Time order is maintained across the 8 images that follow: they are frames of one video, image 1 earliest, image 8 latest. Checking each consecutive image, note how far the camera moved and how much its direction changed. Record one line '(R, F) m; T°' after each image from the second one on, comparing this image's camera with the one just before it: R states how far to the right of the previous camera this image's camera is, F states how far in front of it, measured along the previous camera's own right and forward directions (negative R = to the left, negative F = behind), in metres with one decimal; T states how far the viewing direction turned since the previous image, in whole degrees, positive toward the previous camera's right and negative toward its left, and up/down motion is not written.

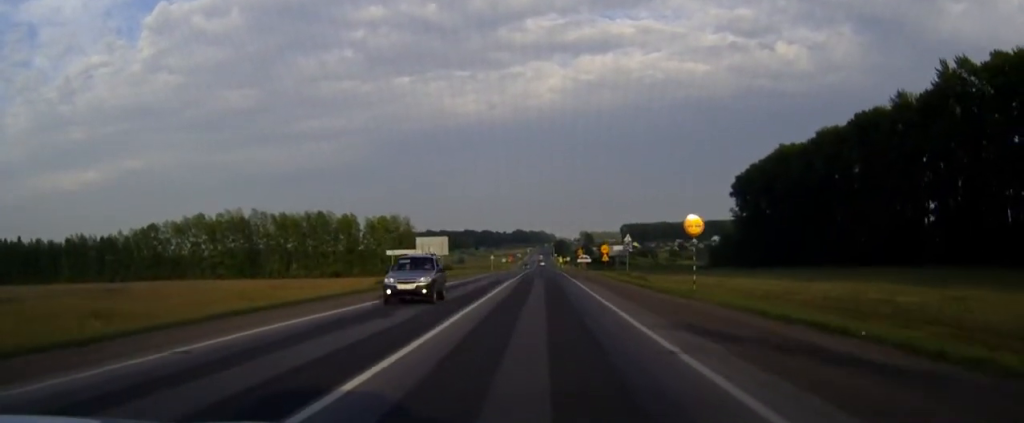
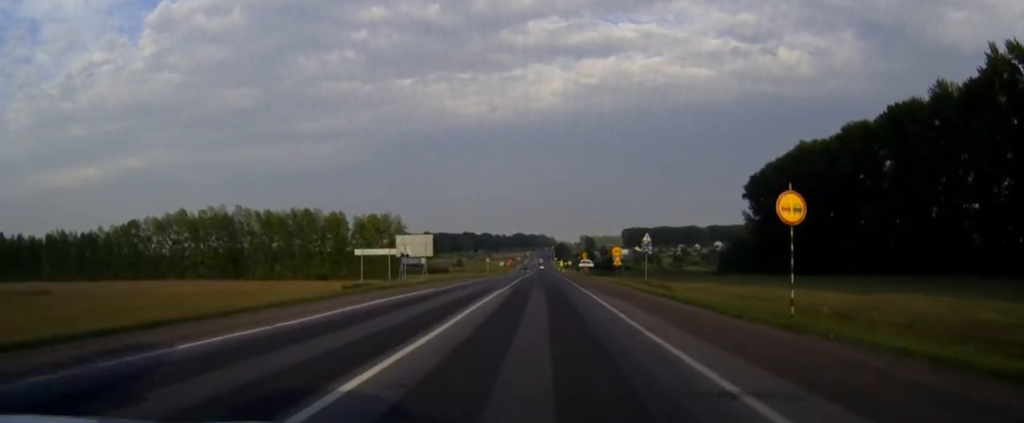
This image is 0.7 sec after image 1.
(0.0, +12.8) m; 0°
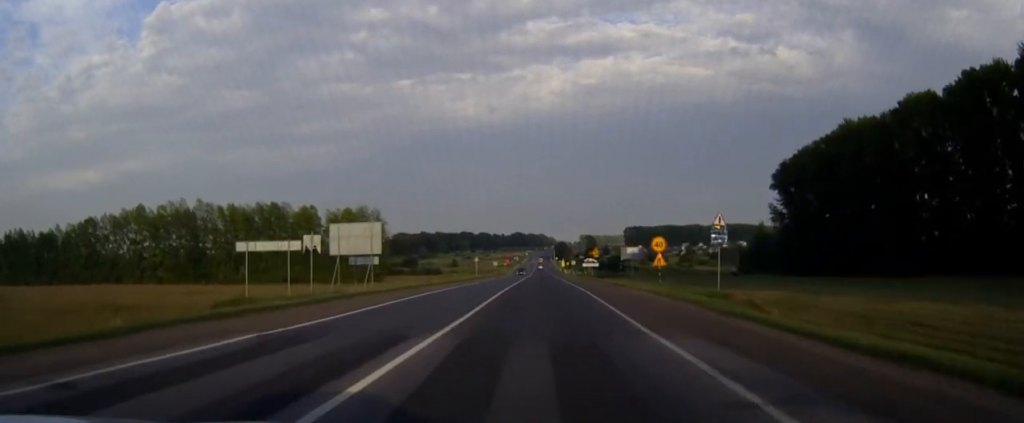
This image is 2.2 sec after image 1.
(0.0, +24.1) m; 0°
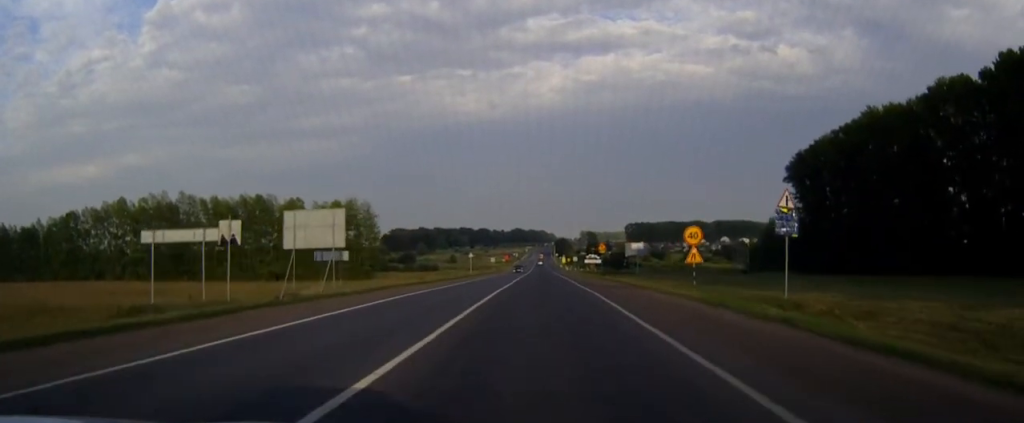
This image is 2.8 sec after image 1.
(0.0, +9.8) m; 0°
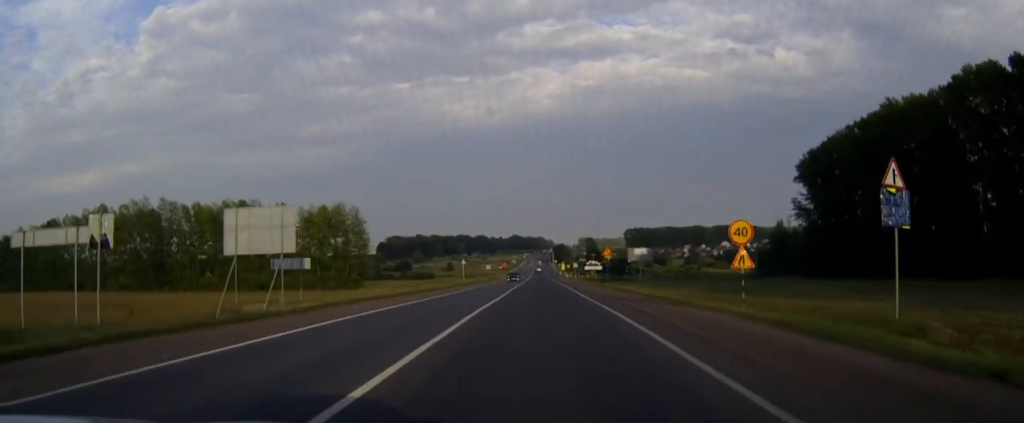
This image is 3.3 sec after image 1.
(0.0, +8.6) m; 0°
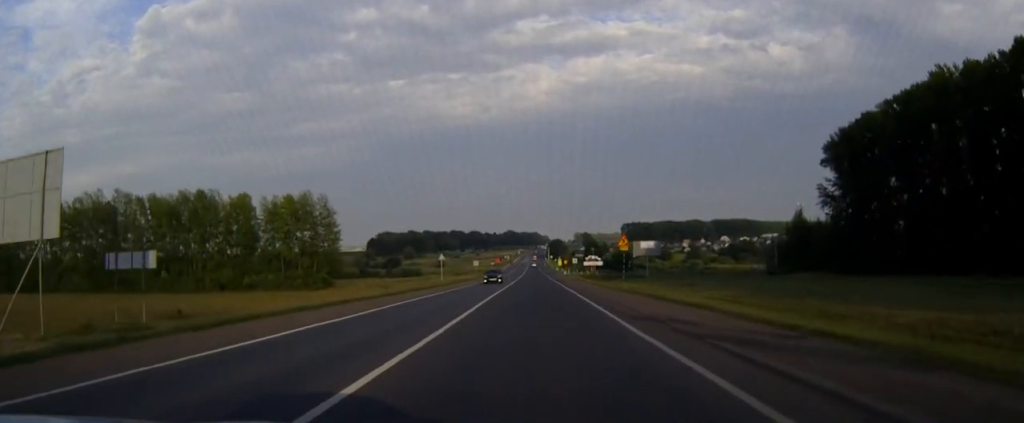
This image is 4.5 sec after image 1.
(0.0, +19.5) m; 0°
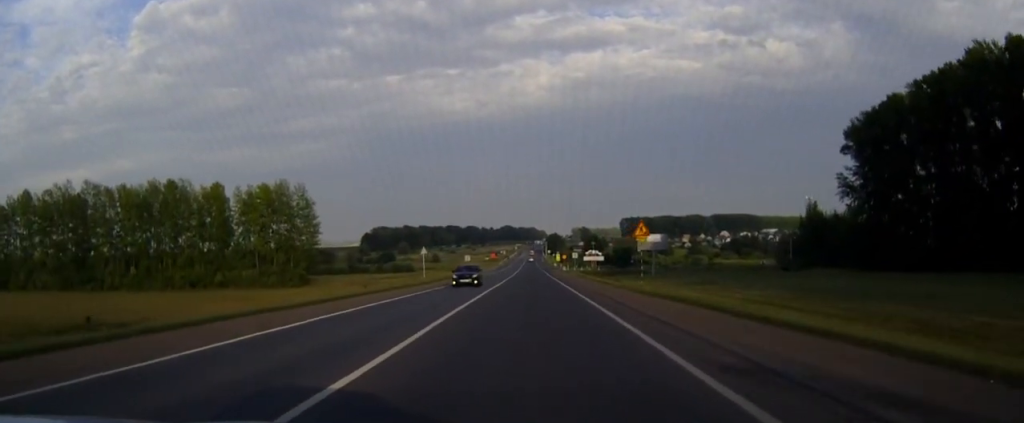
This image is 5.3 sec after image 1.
(0.0, +11.4) m; 0°
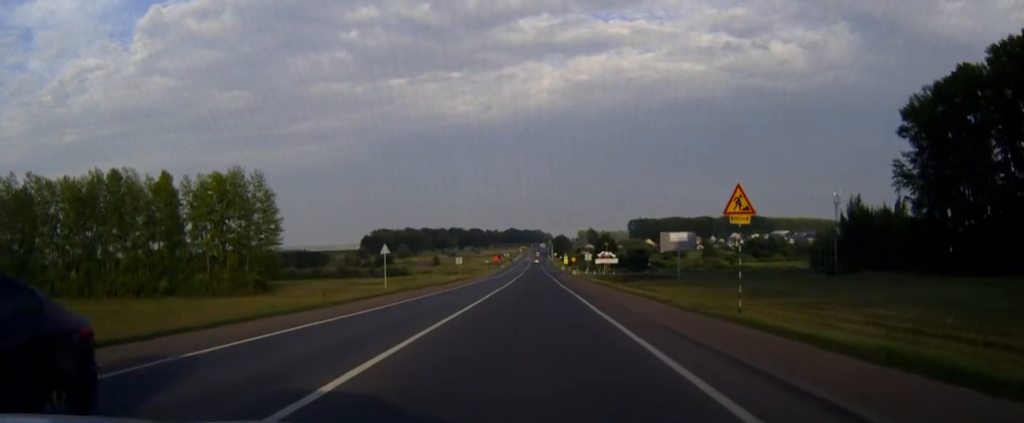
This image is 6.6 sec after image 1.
(0.0, +21.3) m; 0°
